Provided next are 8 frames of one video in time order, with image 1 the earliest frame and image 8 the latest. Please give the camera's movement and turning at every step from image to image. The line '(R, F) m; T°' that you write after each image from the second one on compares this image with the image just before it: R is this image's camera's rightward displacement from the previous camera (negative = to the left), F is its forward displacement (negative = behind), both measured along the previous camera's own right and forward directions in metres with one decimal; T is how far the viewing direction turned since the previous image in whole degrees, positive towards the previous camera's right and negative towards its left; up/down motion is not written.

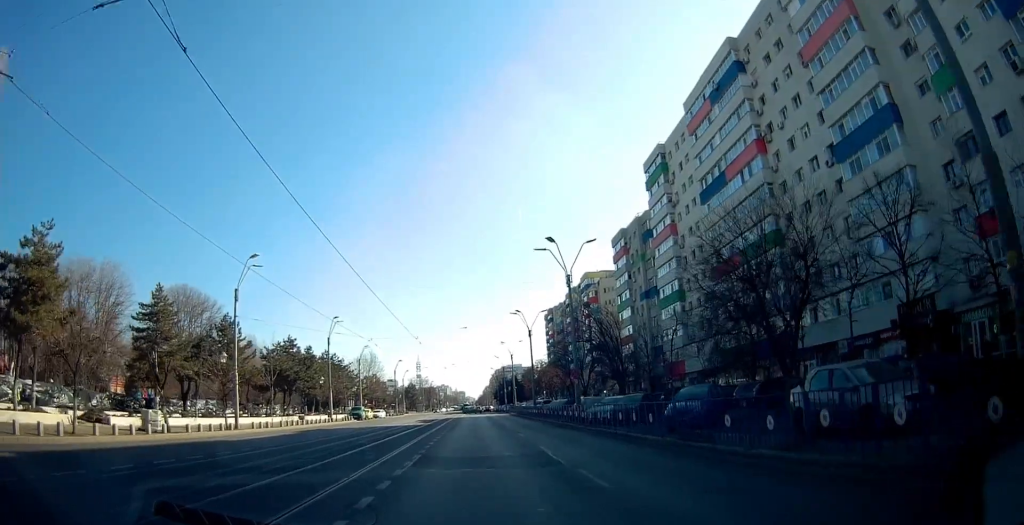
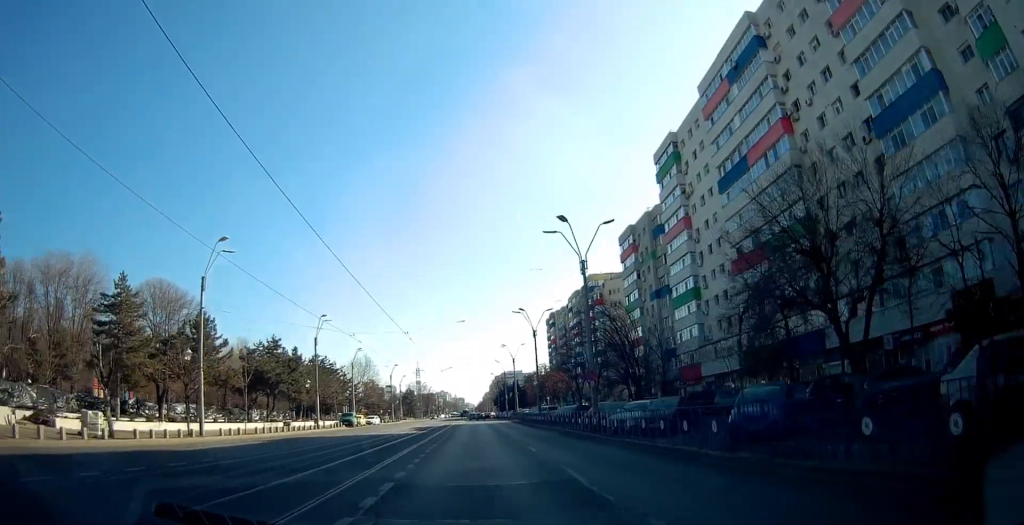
(+0.1, +5.6) m; +1°
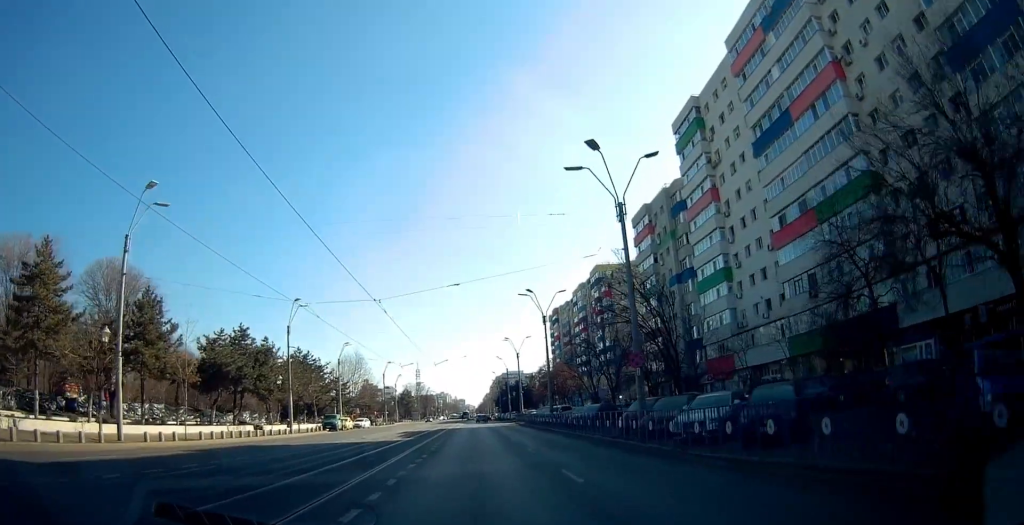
(+0.5, +9.0) m; +3°
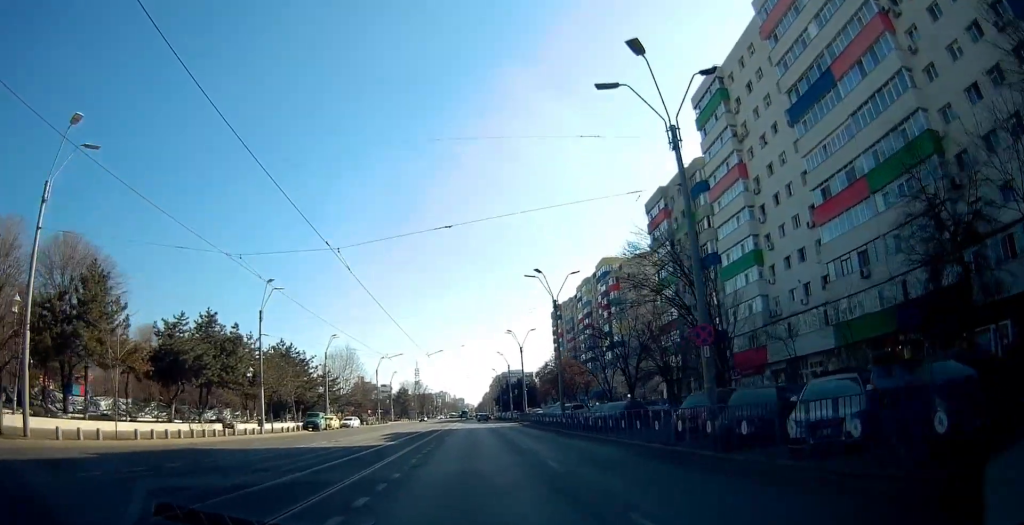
(0.0, +7.2) m; 0°
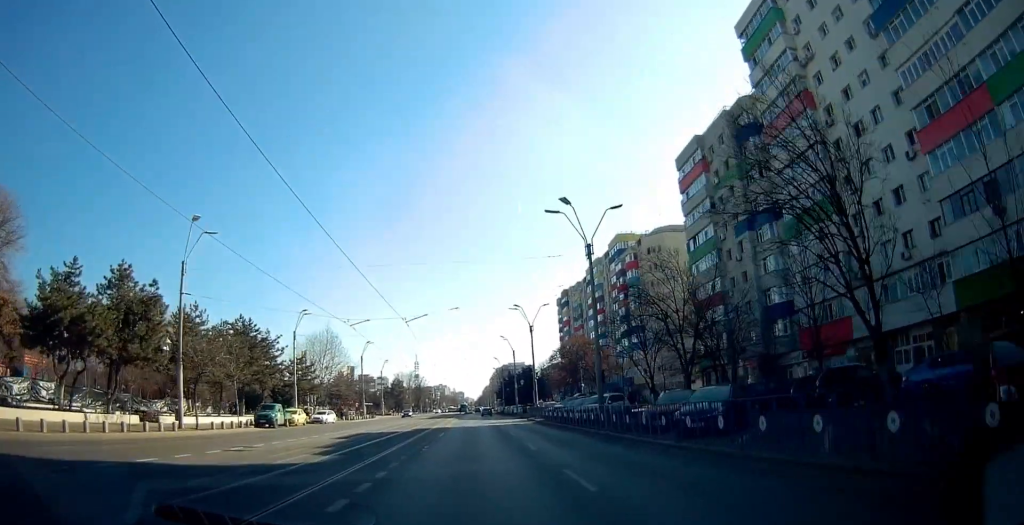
(0.0, +13.9) m; +1°
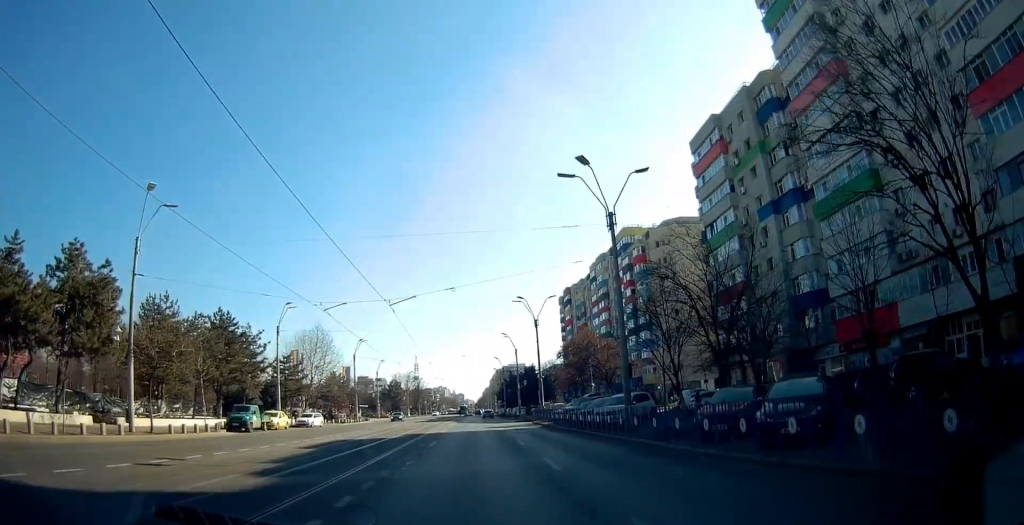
(-0.1, +5.6) m; +1°
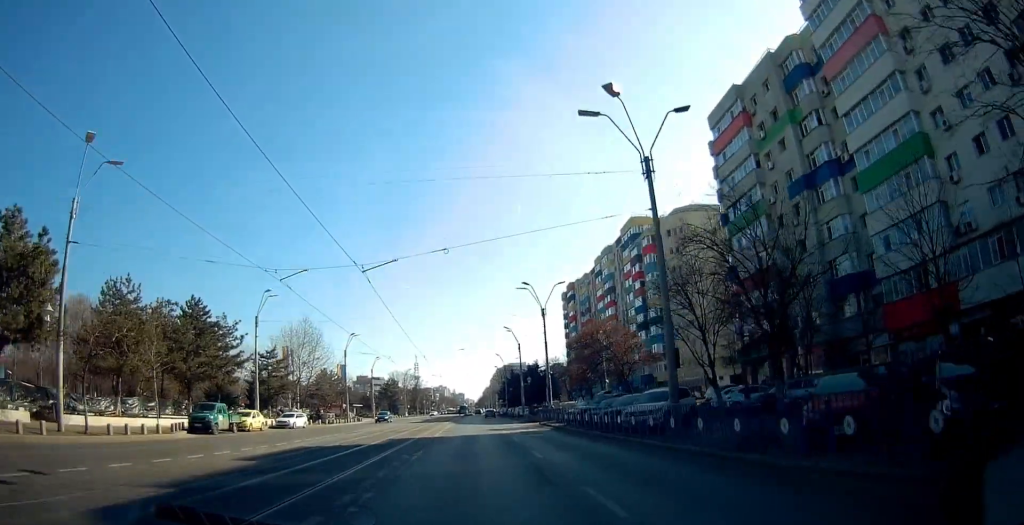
(+0.2, +6.2) m; 0°
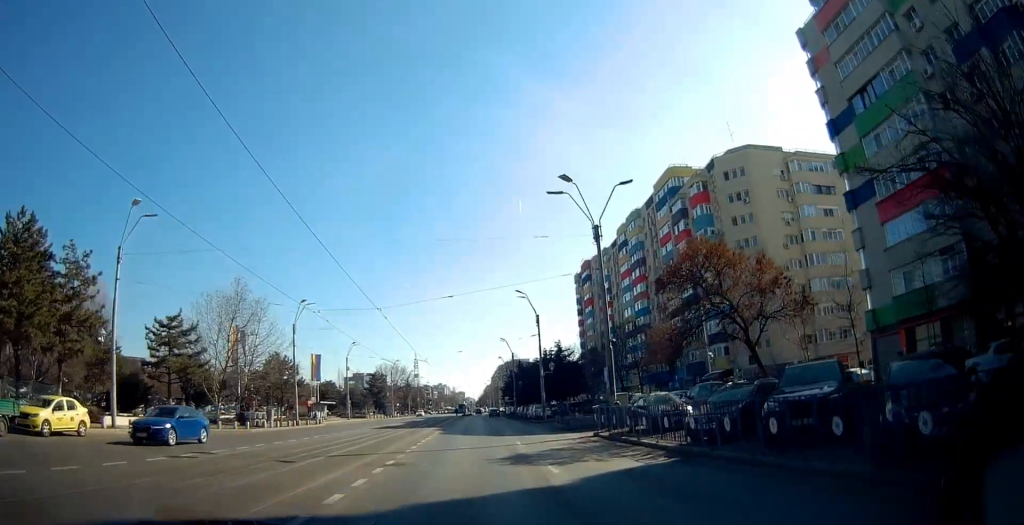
(-0.3, +22.5) m; -3°
